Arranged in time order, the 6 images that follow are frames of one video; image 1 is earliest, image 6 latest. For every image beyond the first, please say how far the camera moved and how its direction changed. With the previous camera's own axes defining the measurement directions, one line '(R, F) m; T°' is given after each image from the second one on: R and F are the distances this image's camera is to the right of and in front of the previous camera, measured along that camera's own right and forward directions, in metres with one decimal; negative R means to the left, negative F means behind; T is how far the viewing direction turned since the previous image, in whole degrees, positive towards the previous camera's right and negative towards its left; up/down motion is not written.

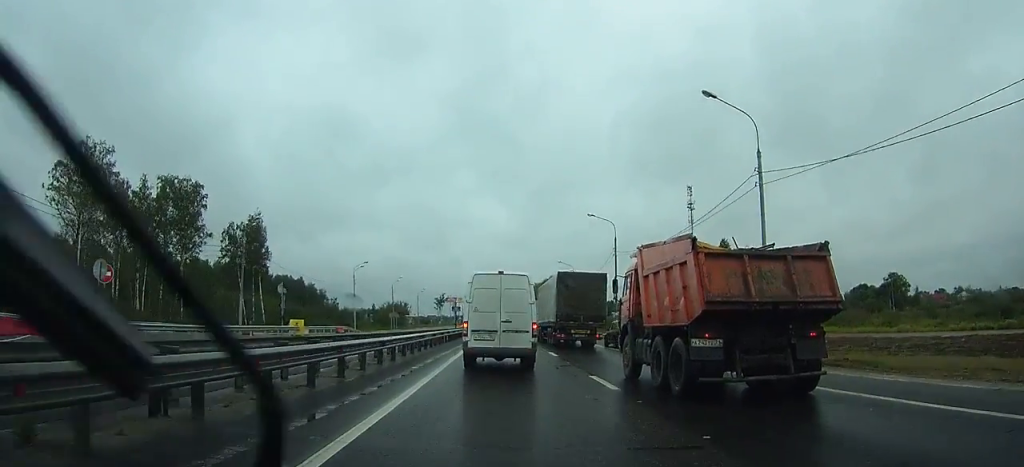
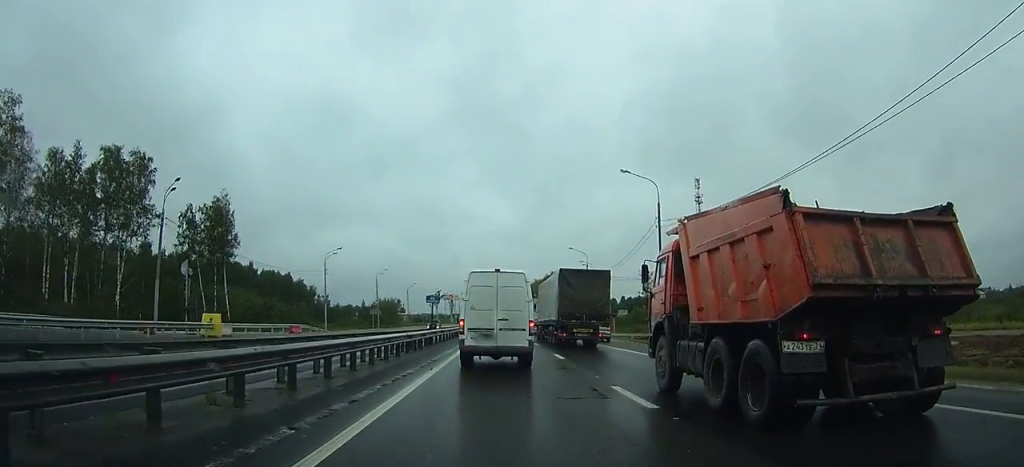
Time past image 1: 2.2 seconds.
(0.0, +14.0) m; 0°
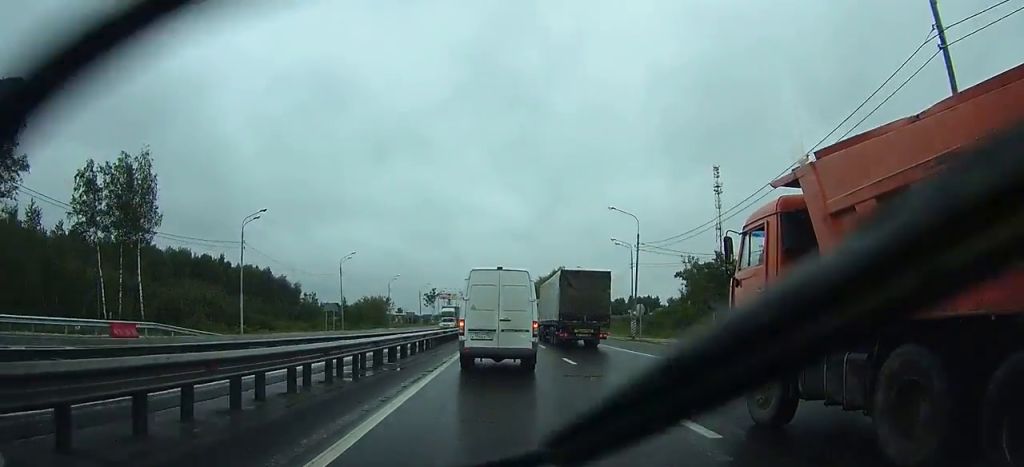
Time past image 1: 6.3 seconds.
(0.0, +26.6) m; 0°
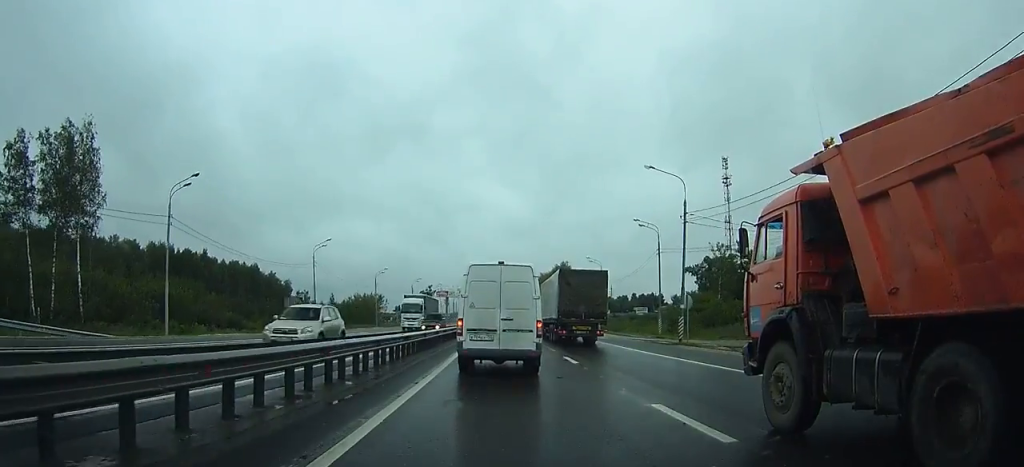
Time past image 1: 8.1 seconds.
(+0.1, +12.4) m; 0°
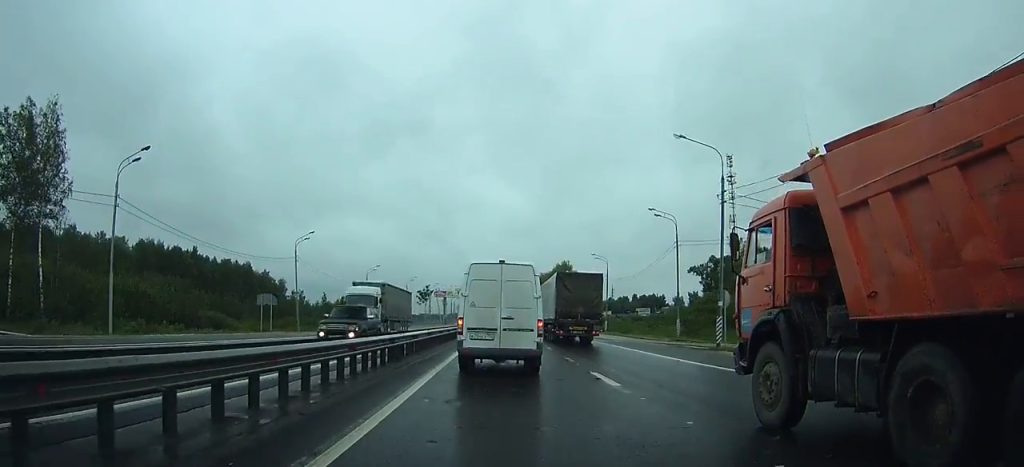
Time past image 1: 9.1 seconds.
(0.0, +6.8) m; 0°
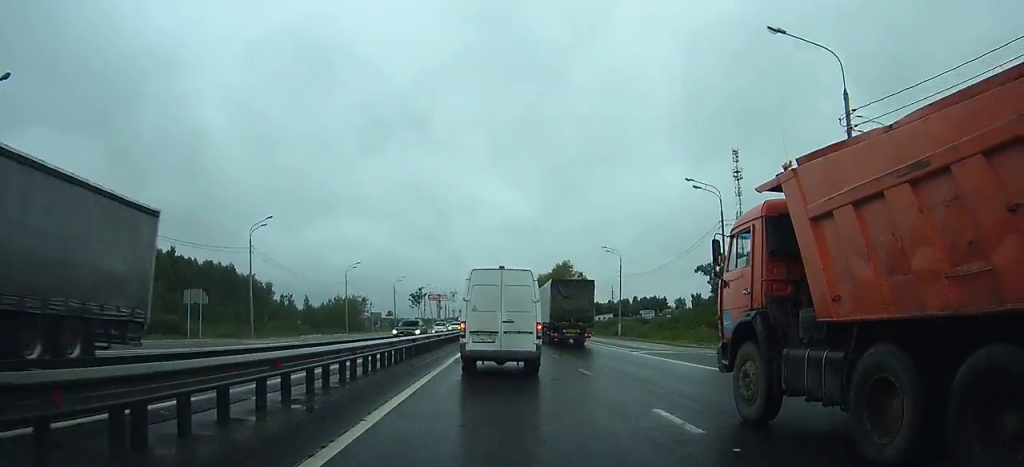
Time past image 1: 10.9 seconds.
(0.0, +12.4) m; 0°
